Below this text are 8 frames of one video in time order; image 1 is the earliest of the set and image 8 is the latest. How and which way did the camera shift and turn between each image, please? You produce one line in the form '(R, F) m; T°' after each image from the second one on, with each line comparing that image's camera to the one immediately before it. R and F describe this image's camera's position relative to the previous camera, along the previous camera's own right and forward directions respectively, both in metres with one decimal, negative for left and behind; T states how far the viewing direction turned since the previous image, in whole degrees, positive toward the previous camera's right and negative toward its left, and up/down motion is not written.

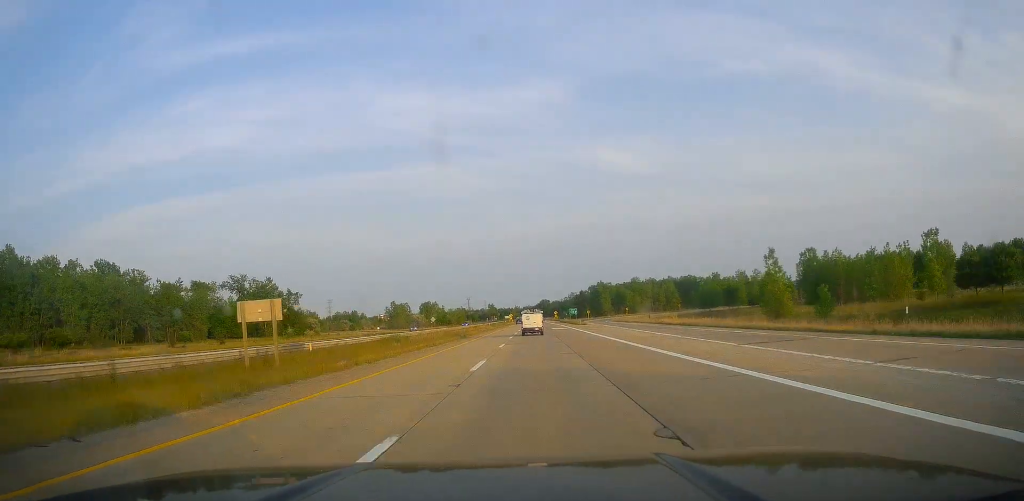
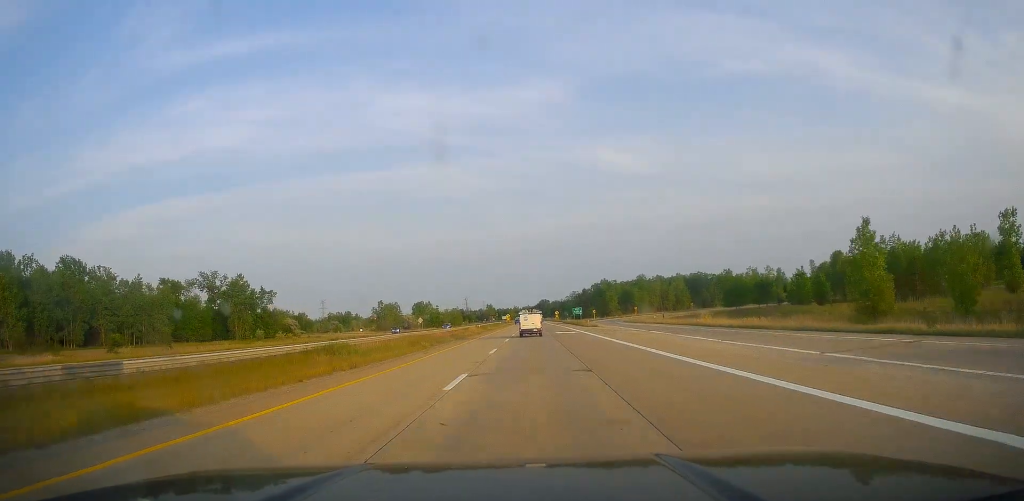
(+0.5, +20.3) m; 0°
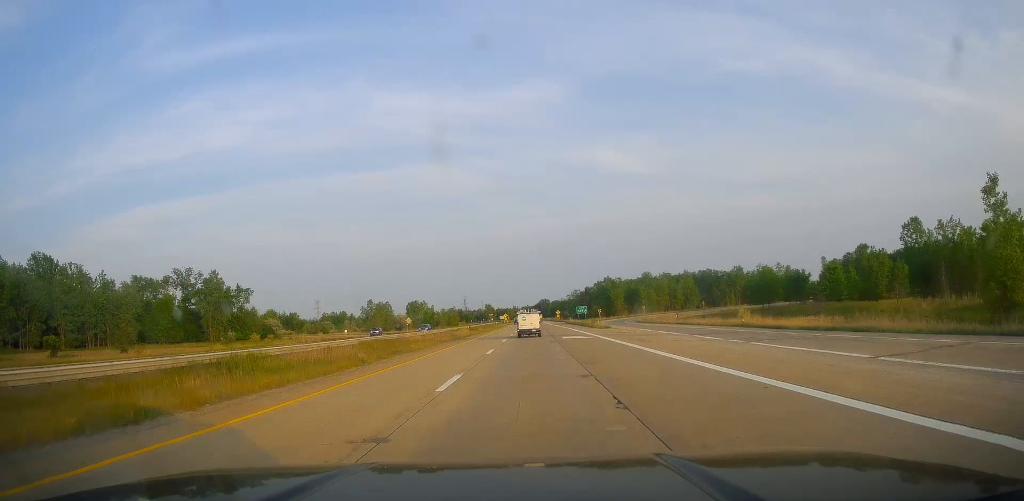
(+0.2, +15.5) m; 0°
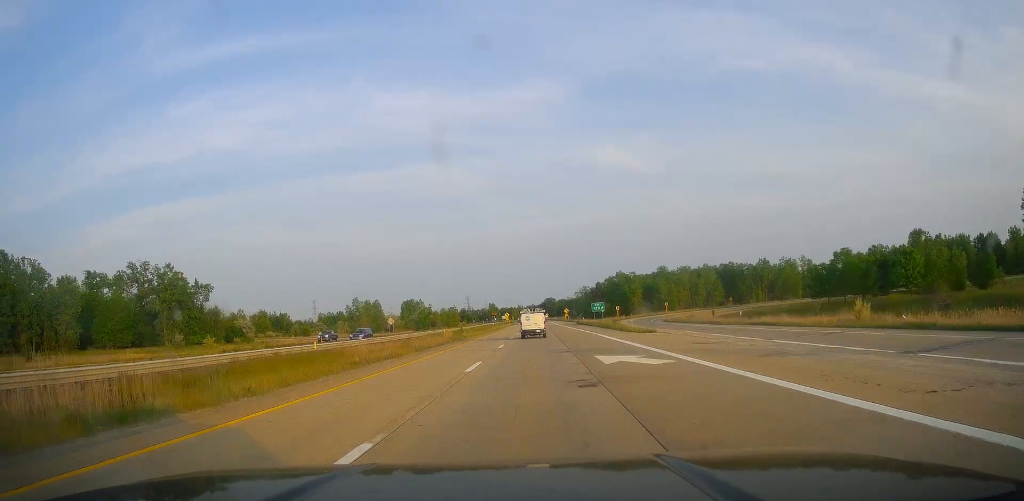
(-0.4, +25.1) m; 0°
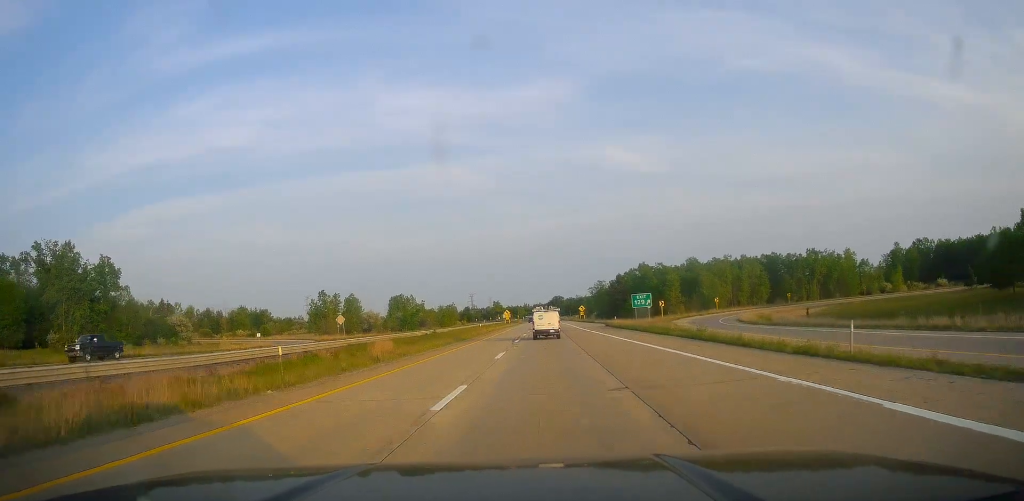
(+0.1, +39.5) m; 0°
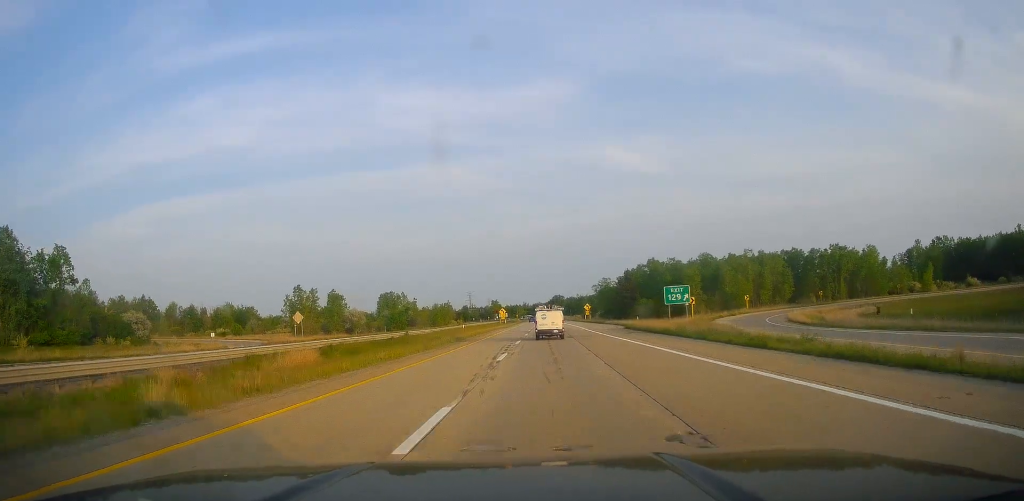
(-0.1, +17.9) m; 0°
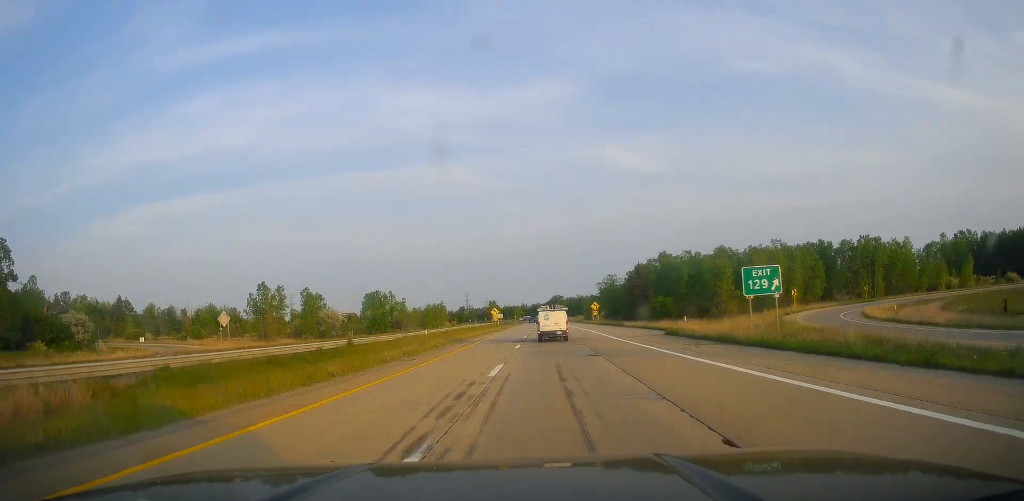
(-0.1, +20.3) m; 0°
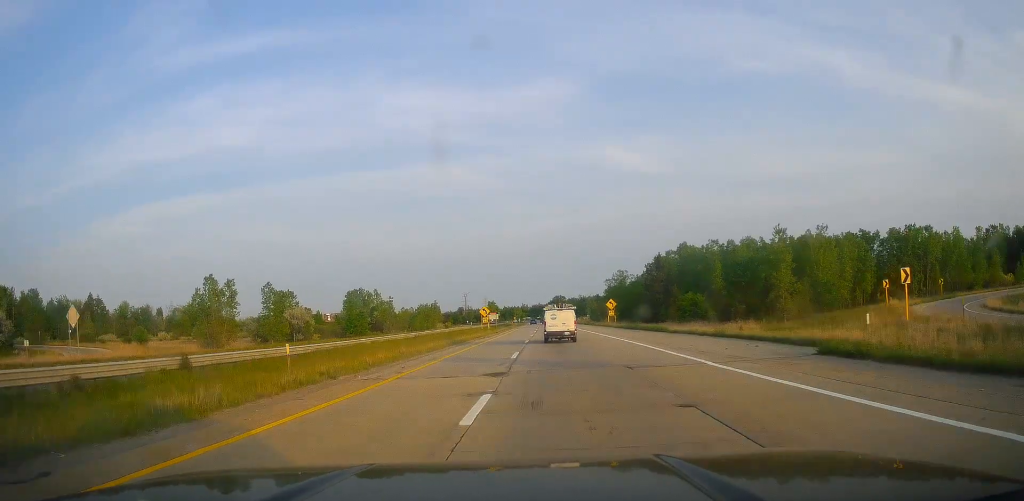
(-0.1, +23.8) m; 0°
